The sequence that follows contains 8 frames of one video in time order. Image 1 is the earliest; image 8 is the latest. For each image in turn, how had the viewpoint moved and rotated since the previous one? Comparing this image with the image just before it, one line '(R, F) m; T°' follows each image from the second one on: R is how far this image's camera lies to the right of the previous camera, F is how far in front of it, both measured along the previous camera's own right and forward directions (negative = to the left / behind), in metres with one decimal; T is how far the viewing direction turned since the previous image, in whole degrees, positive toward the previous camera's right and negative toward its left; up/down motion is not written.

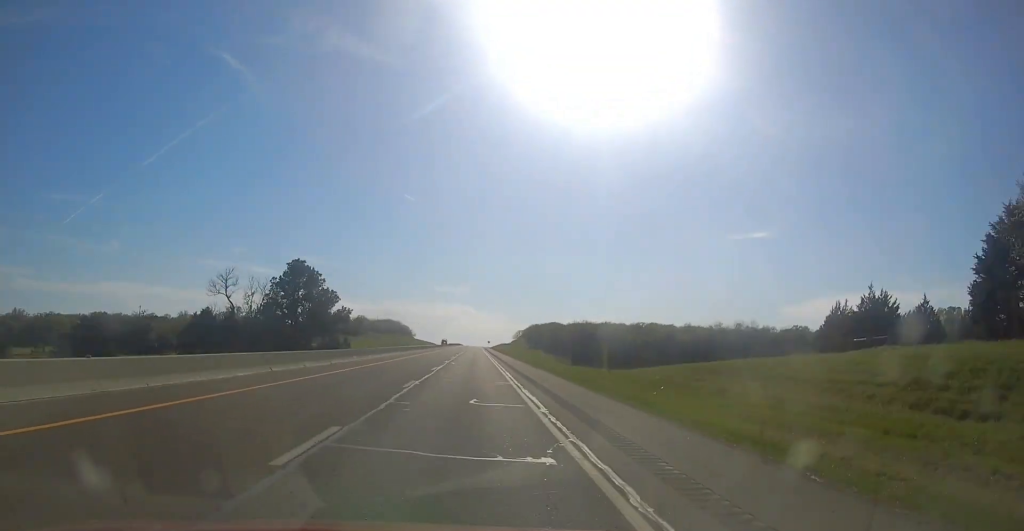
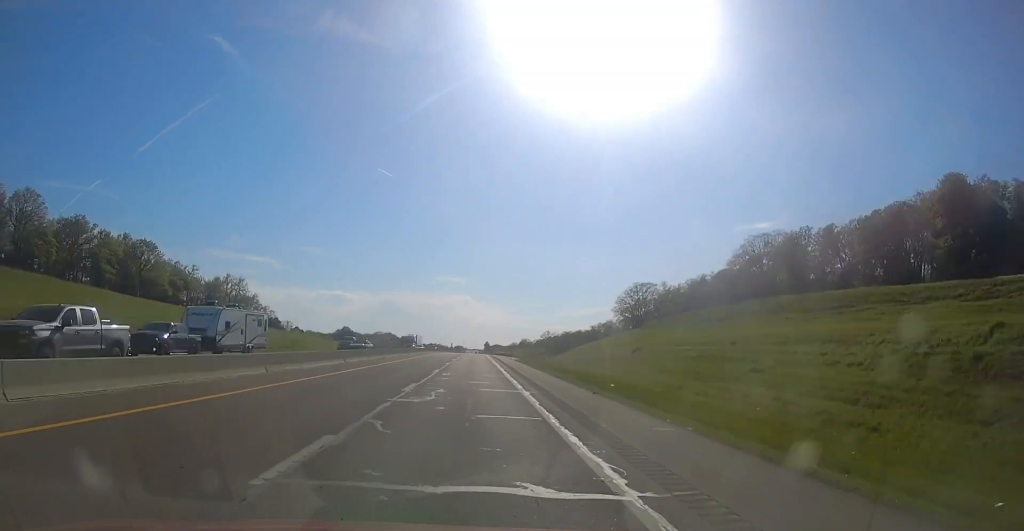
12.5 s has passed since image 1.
(0.0, +398.5) m; 0°
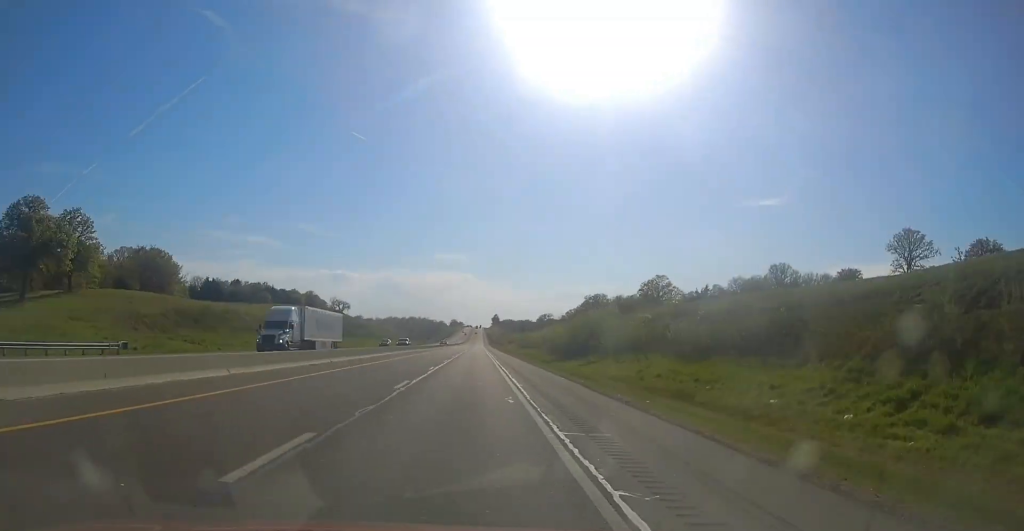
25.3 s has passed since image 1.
(-0.2, +405.7) m; 0°
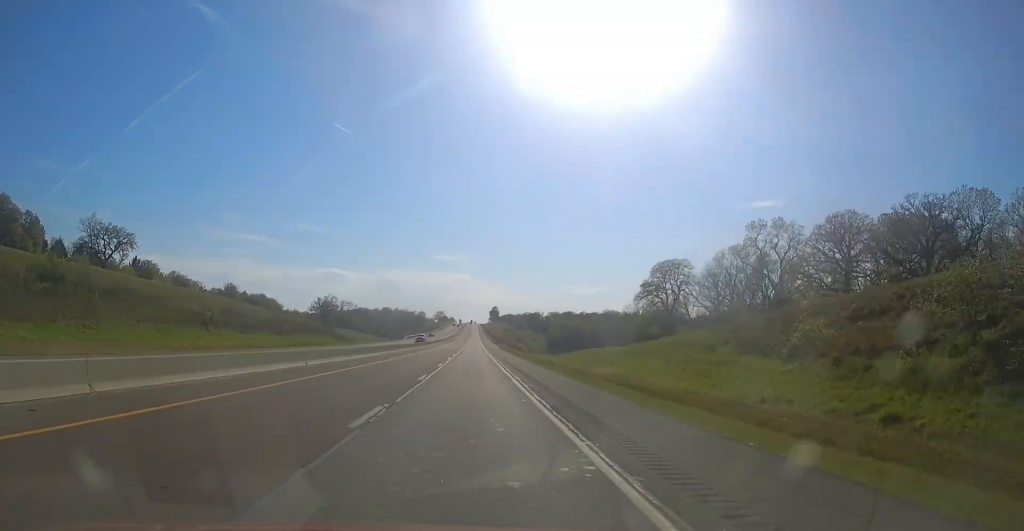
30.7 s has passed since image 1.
(+0.1, +177.5) m; 0°
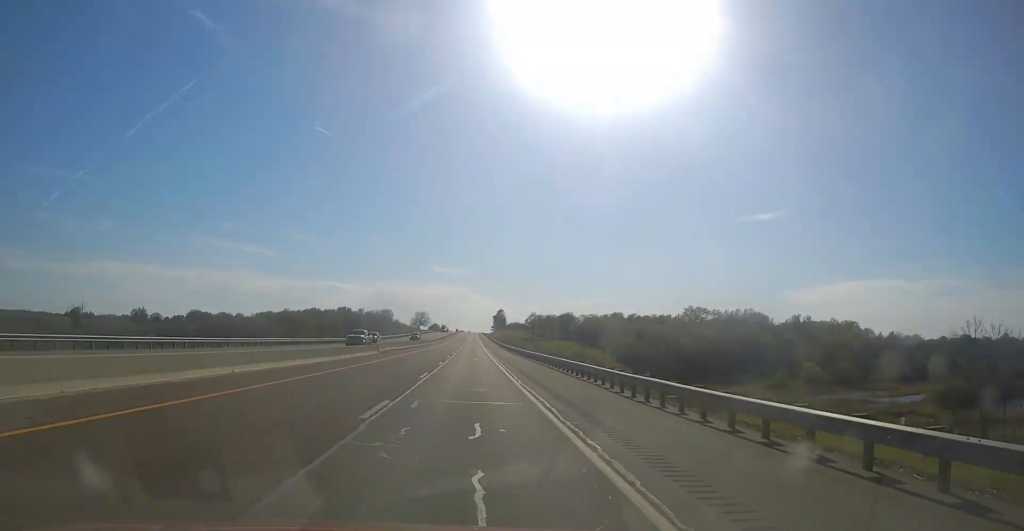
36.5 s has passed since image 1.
(+0.2, +189.9) m; 0°
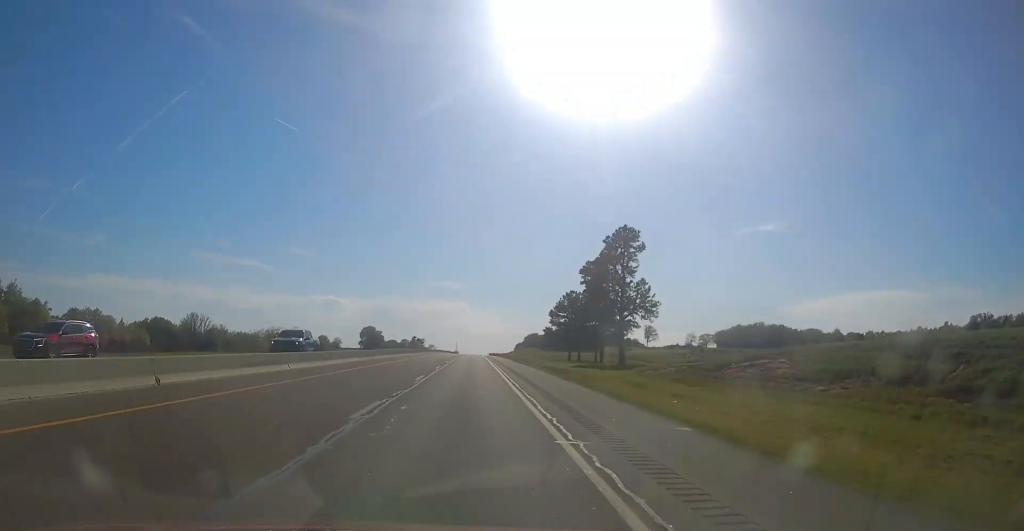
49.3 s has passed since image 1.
(-0.4, +409.2) m; 0°
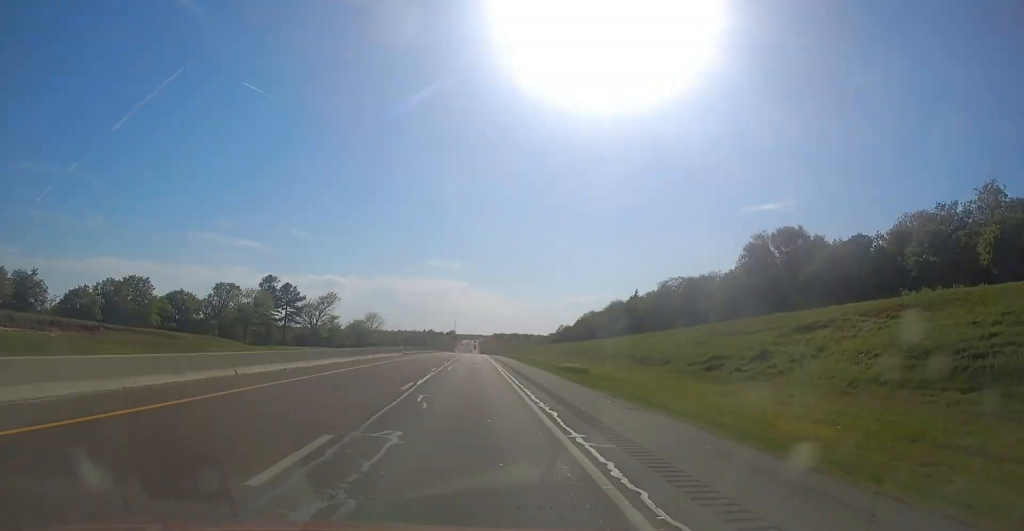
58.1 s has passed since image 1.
(-0.4, +296.0) m; 0°
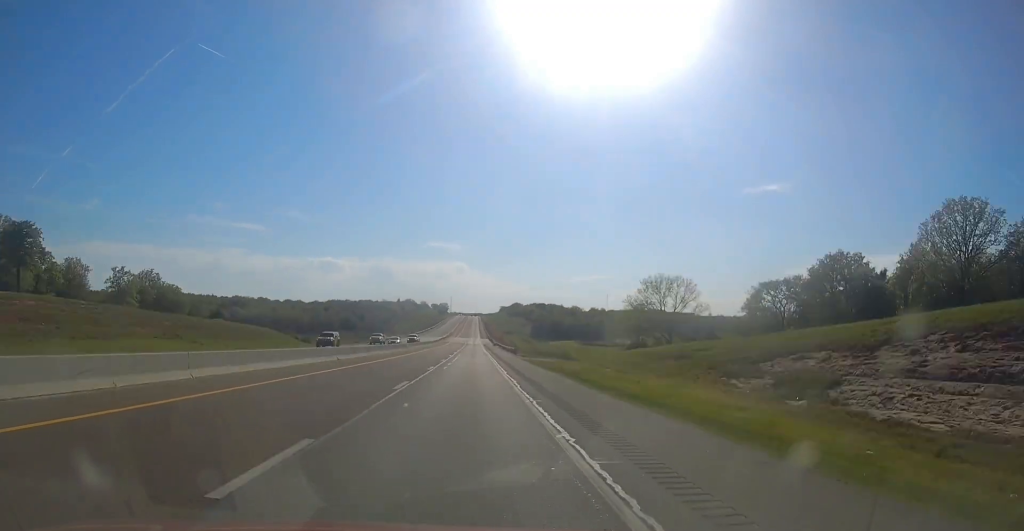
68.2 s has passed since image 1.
(+0.4, +364.3) m; 0°
